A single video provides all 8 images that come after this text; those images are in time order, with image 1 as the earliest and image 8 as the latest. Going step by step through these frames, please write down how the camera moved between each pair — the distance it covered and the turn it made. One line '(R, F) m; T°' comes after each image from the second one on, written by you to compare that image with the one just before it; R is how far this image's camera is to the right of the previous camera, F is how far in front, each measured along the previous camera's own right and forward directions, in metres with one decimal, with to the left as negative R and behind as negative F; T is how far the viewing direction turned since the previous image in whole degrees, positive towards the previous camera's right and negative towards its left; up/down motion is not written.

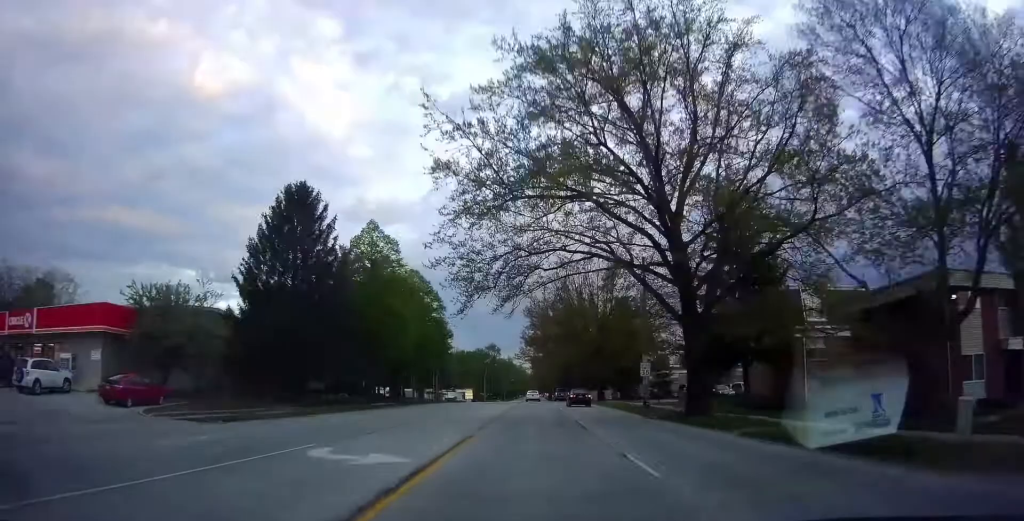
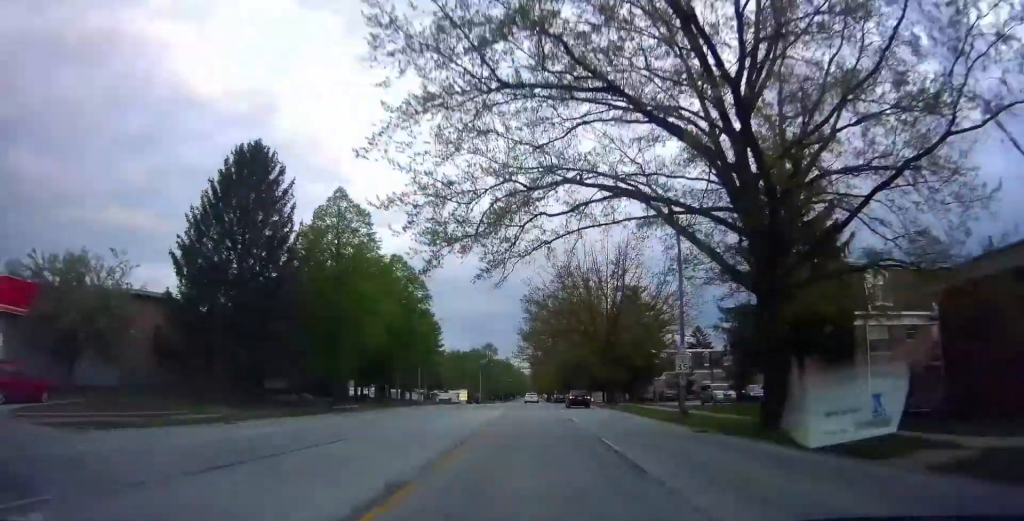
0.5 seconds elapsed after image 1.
(0.0, +7.9) m; +3°
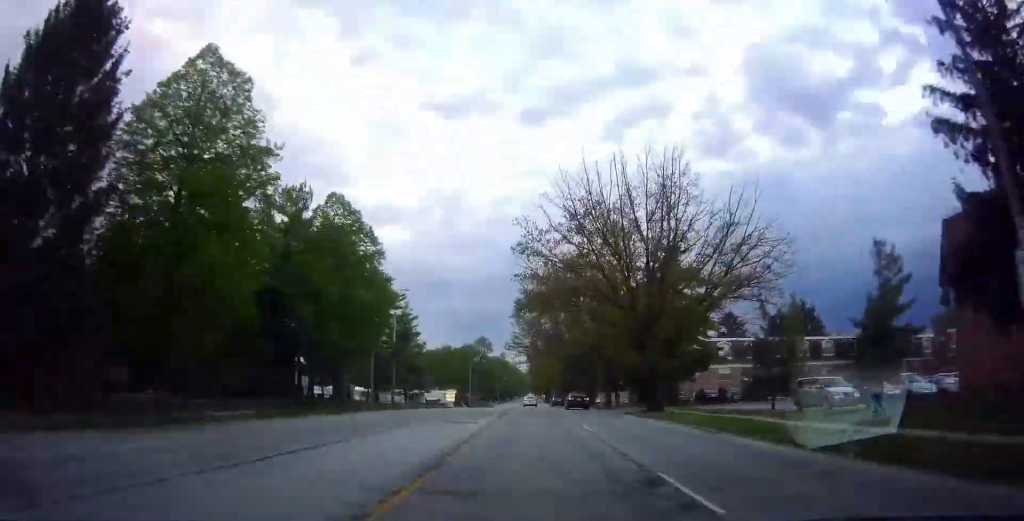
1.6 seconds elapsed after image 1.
(+0.7, +19.3) m; -1°
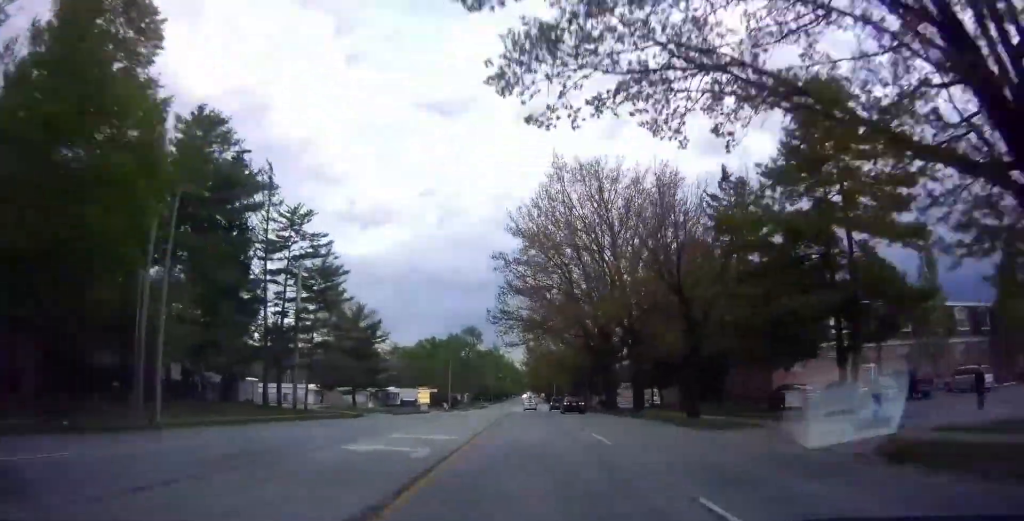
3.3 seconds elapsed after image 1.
(-2.4, +28.7) m; -5°
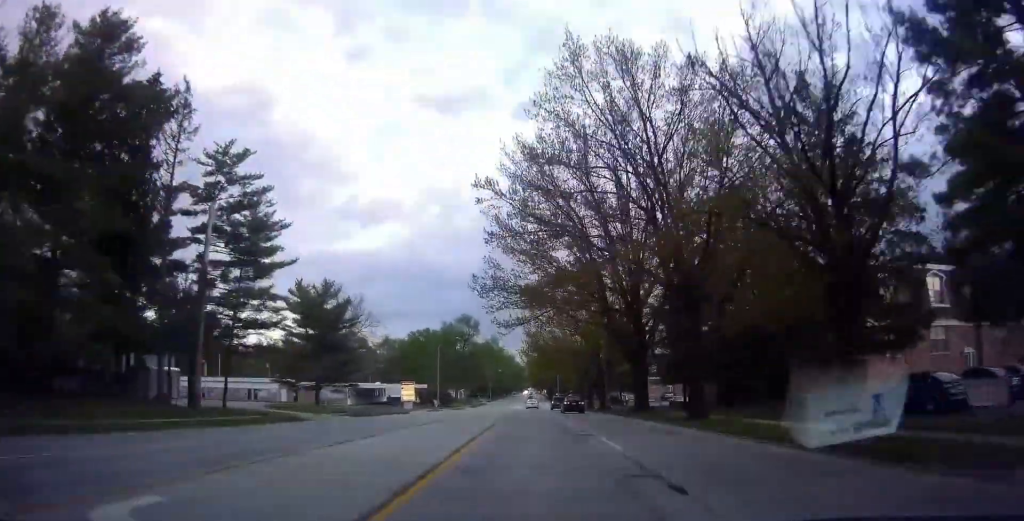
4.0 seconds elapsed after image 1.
(+0.3, +13.2) m; +2°
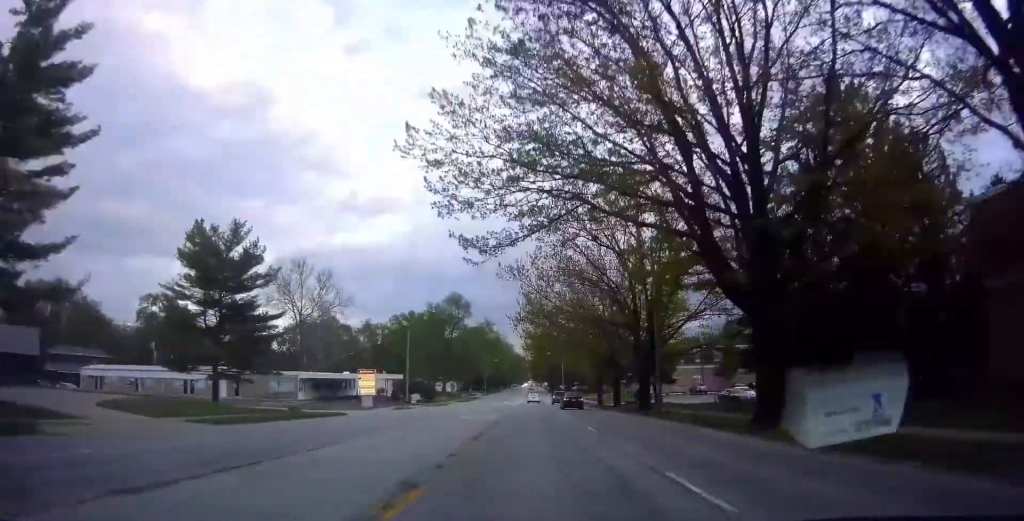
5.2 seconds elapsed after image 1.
(+0.4, +20.1) m; +1°
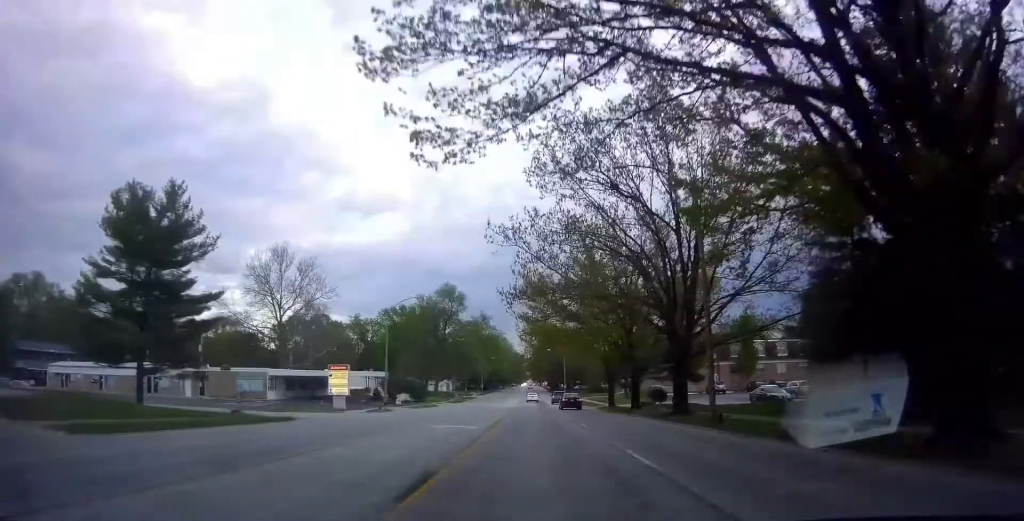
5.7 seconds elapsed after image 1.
(0.0, +8.1) m; 0°
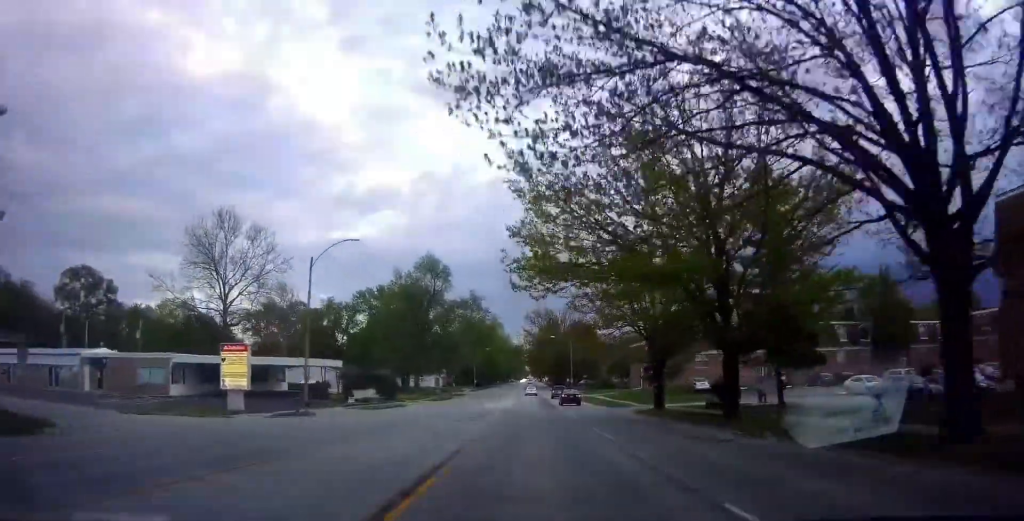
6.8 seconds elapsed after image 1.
(0.0, +19.4) m; 0°
